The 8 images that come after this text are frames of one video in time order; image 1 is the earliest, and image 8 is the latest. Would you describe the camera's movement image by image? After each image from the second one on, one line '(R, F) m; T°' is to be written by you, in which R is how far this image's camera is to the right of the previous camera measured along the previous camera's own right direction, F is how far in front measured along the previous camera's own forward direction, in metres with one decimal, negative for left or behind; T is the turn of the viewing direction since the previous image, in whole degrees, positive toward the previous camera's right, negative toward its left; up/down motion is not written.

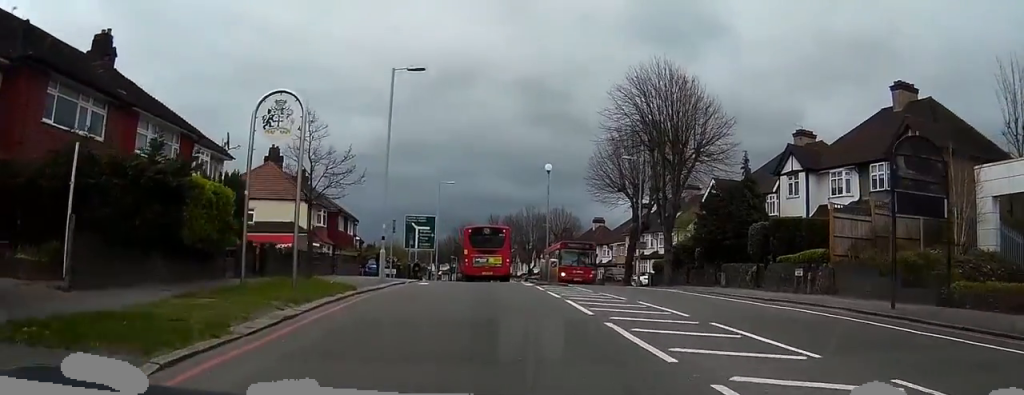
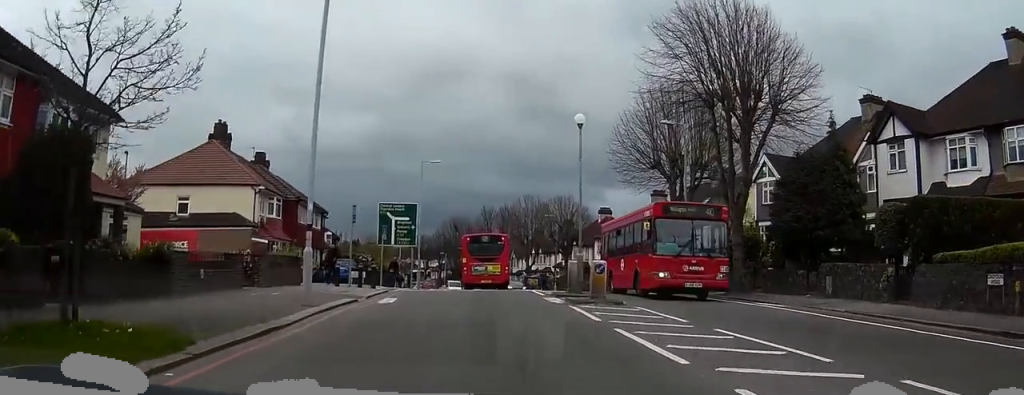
(-0.1, +11.9) m; 0°
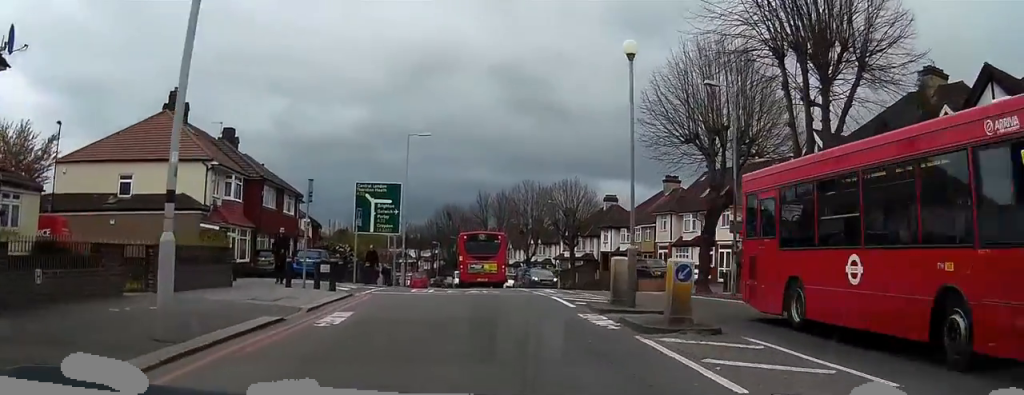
(0.0, +7.5) m; 0°
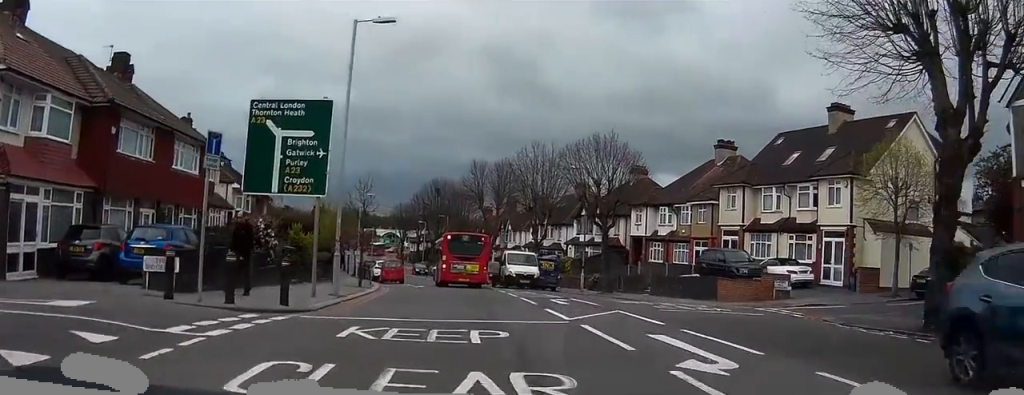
(+0.2, +17.8) m; +1°
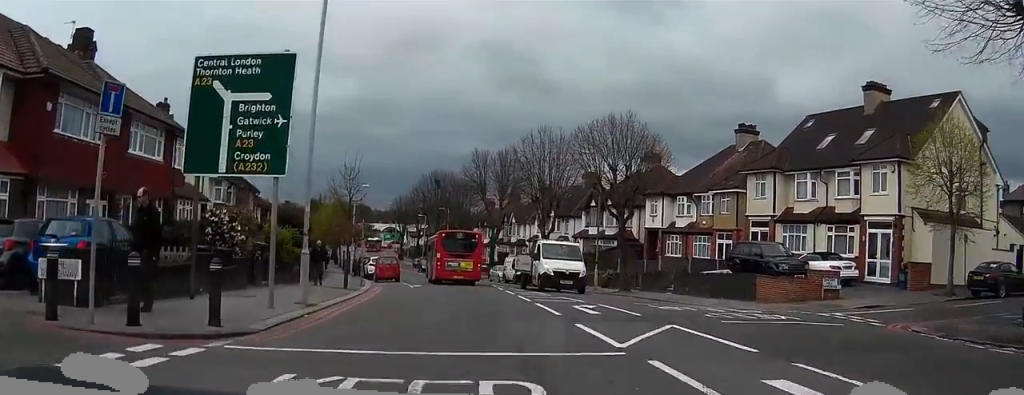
(0.0, +4.5) m; 0°
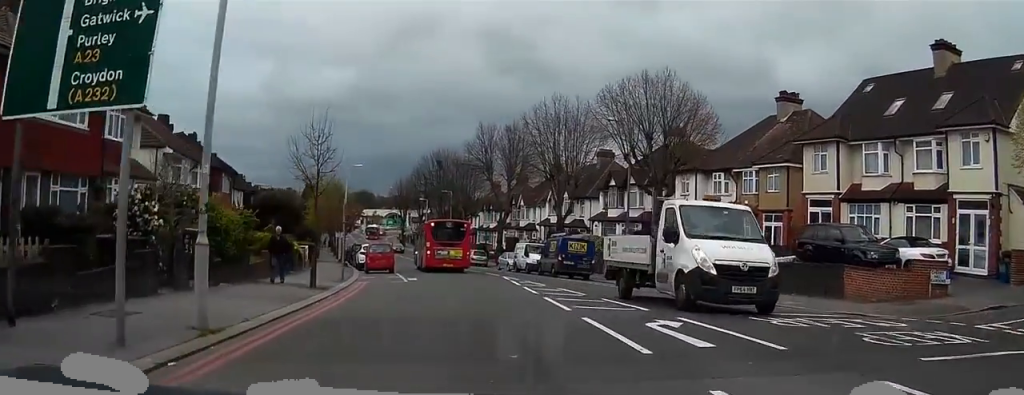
(0.0, +7.2) m; -2°
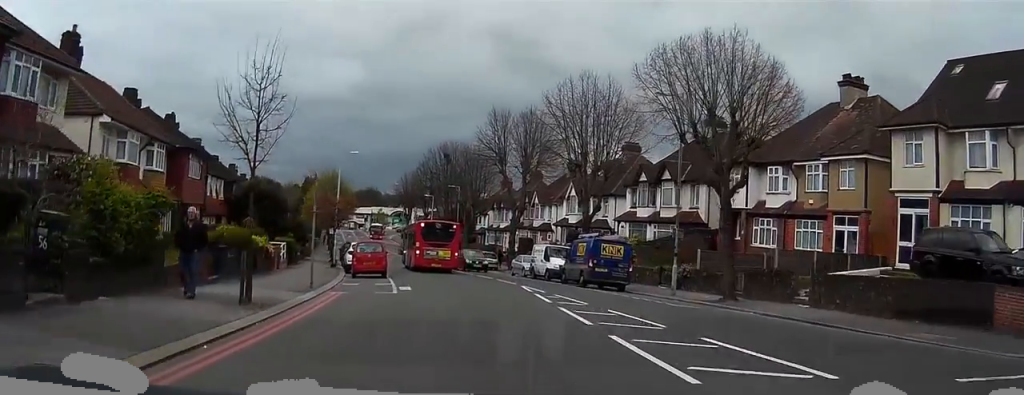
(-0.1, +7.7) m; -3°
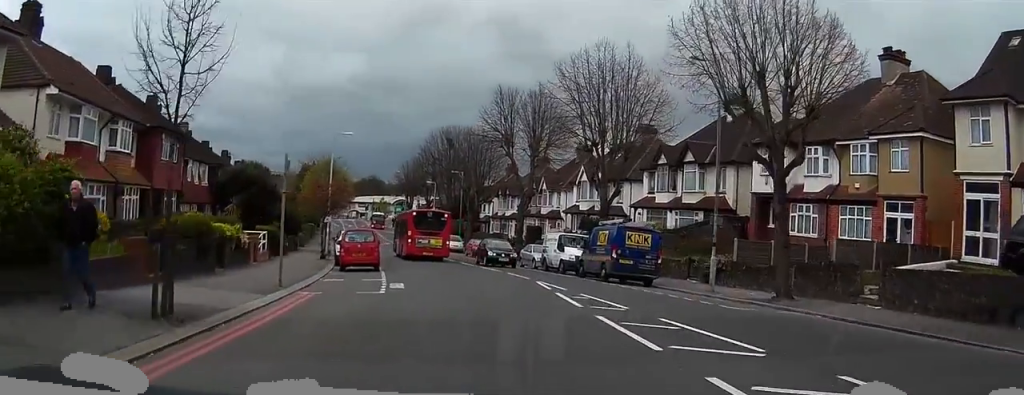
(-0.2, +4.4) m; -2°
